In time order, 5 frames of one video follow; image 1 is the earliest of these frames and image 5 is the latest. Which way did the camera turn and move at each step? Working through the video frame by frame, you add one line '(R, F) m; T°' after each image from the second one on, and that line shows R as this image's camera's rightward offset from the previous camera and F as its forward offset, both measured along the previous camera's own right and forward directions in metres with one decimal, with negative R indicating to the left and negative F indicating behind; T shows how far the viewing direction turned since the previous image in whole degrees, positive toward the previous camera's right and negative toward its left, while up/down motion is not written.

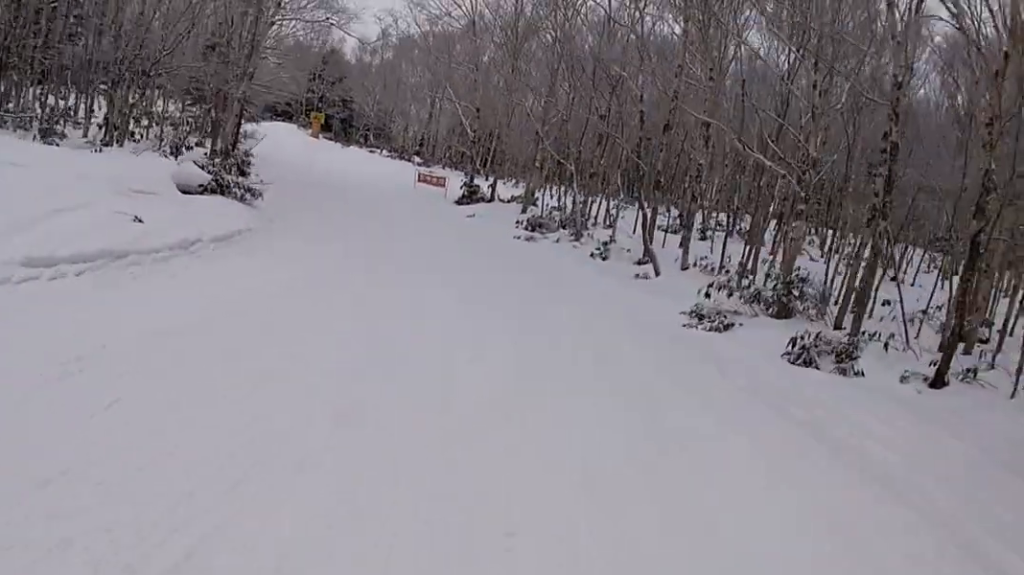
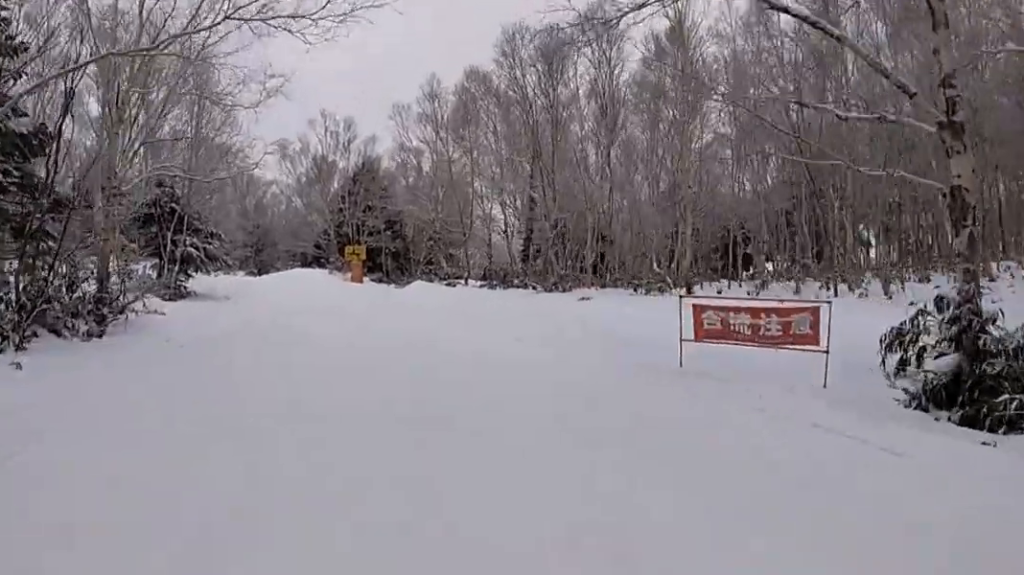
(-5.2, +22.6) m; -8°
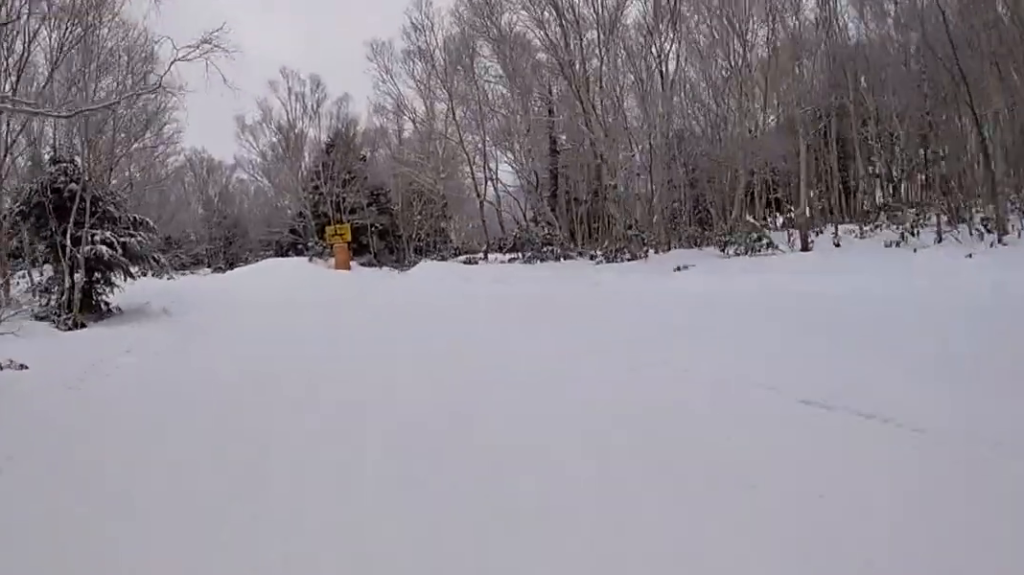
(+0.2, +6.9) m; -6°
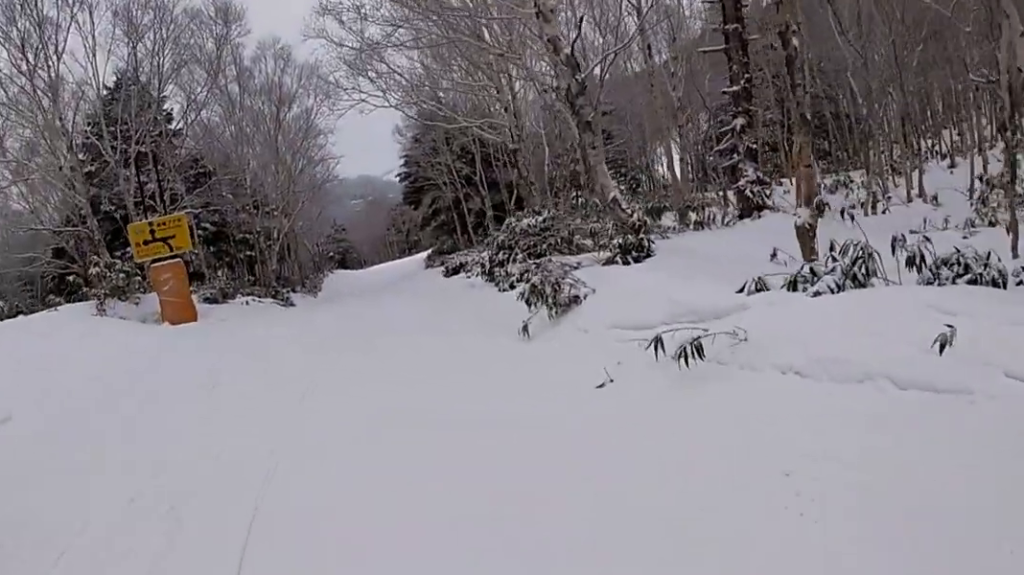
(+1.7, +19.7) m; +10°
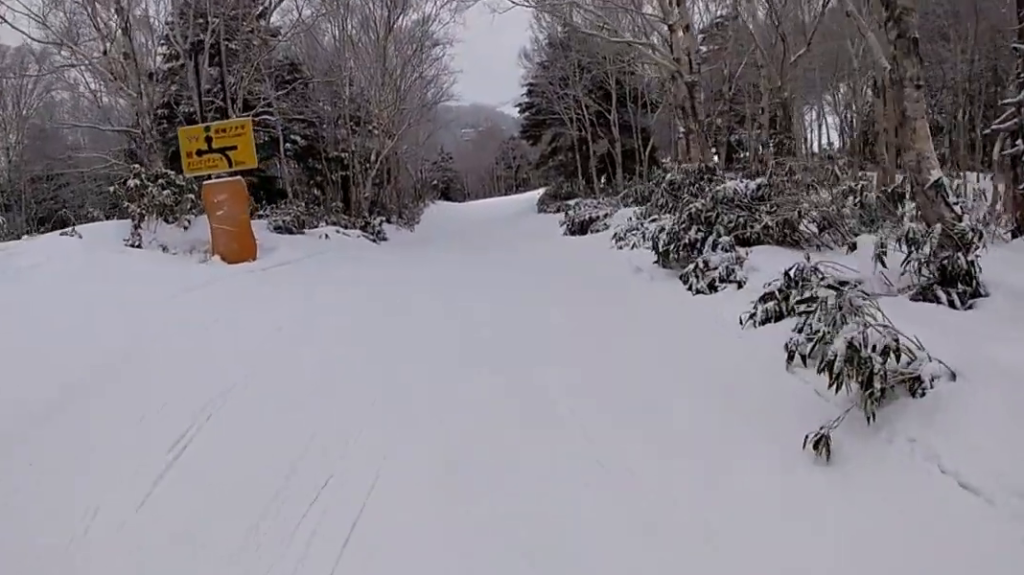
(-0.6, +2.6) m; +5°
